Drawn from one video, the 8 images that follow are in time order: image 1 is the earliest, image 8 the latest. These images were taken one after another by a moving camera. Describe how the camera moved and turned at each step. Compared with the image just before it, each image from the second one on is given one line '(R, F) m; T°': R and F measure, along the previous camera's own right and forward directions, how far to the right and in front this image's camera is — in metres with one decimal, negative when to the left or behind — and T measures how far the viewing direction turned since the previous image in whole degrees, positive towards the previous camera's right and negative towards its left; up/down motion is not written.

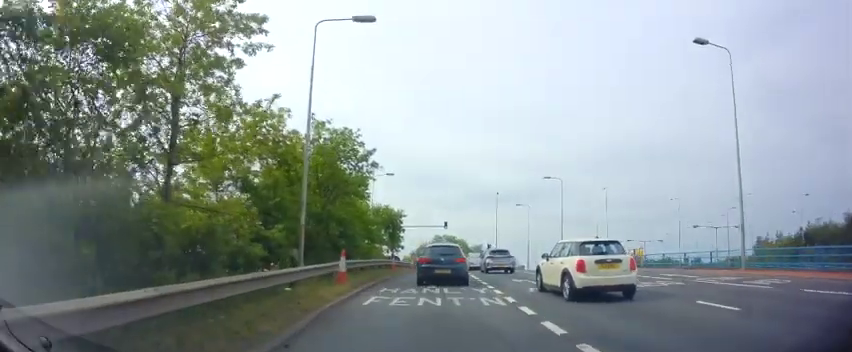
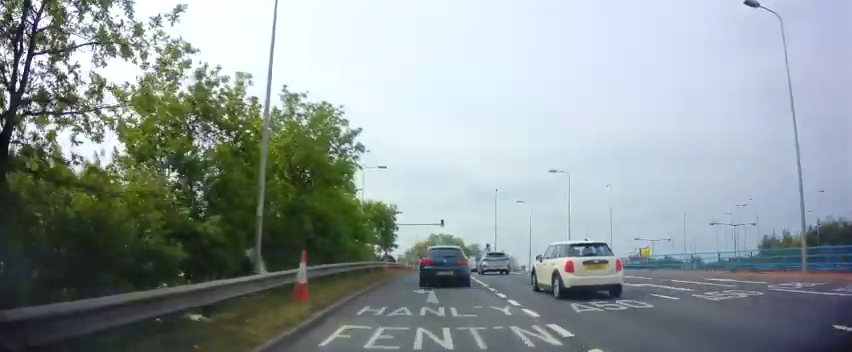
(+0.1, +4.4) m; +3°
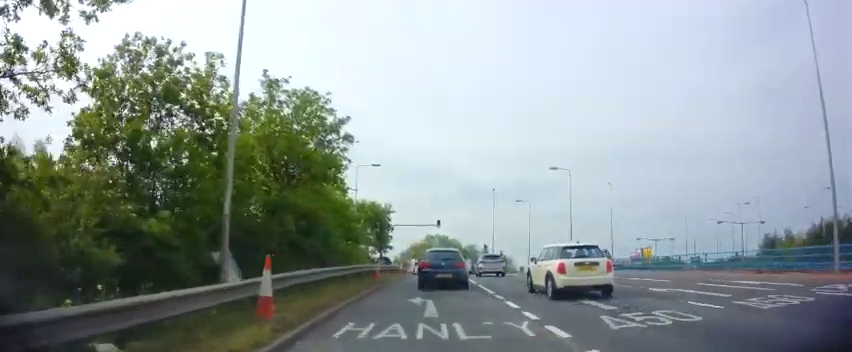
(+0.1, +2.0) m; 0°
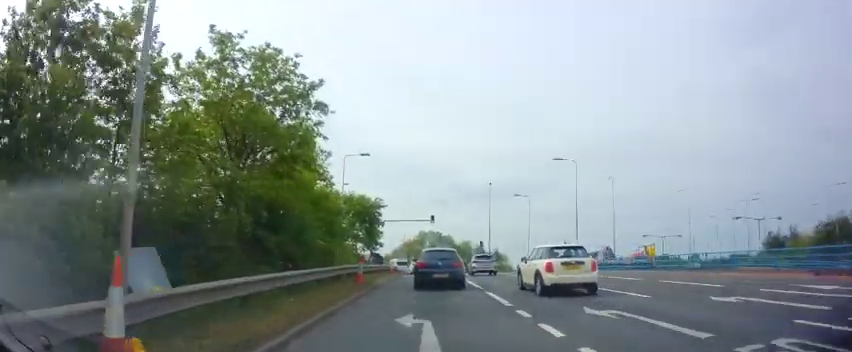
(-0.1, +3.8) m; 0°
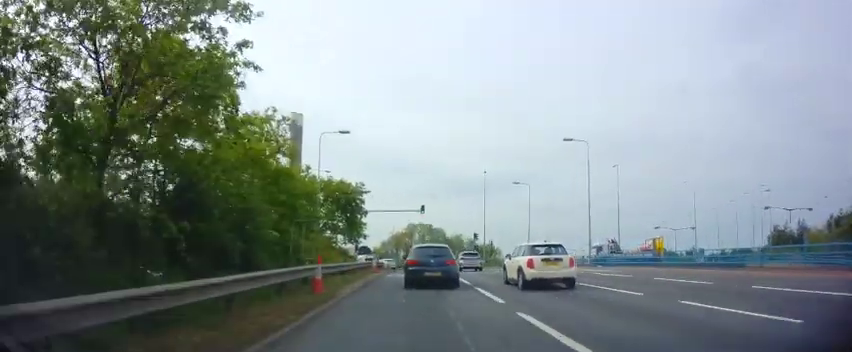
(-0.1, +5.5) m; 0°
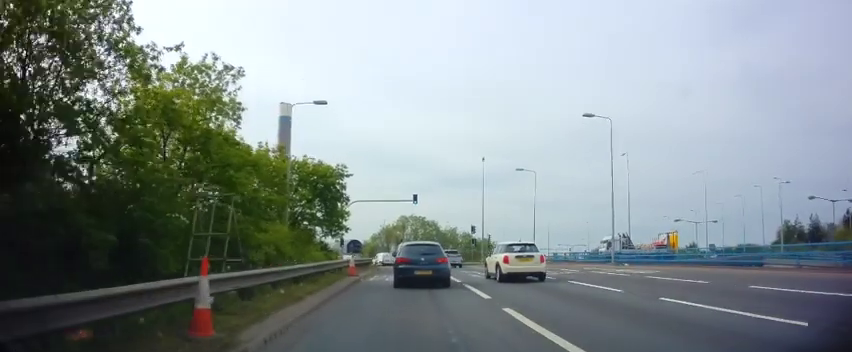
(+0.1, +6.0) m; +2°
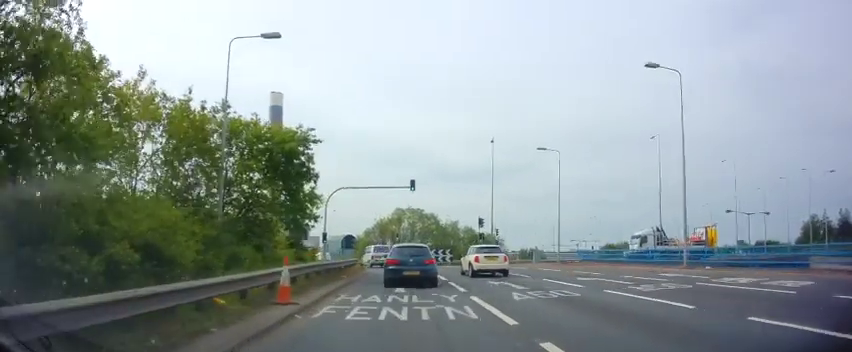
(0.0, +9.6) m; -1°
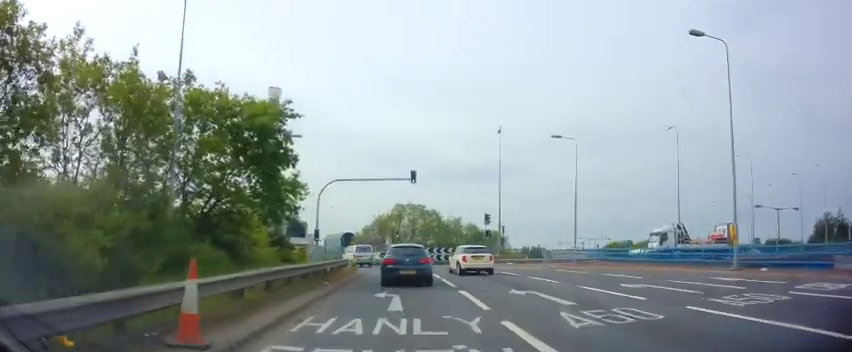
(0.0, +4.2) m; 0°
